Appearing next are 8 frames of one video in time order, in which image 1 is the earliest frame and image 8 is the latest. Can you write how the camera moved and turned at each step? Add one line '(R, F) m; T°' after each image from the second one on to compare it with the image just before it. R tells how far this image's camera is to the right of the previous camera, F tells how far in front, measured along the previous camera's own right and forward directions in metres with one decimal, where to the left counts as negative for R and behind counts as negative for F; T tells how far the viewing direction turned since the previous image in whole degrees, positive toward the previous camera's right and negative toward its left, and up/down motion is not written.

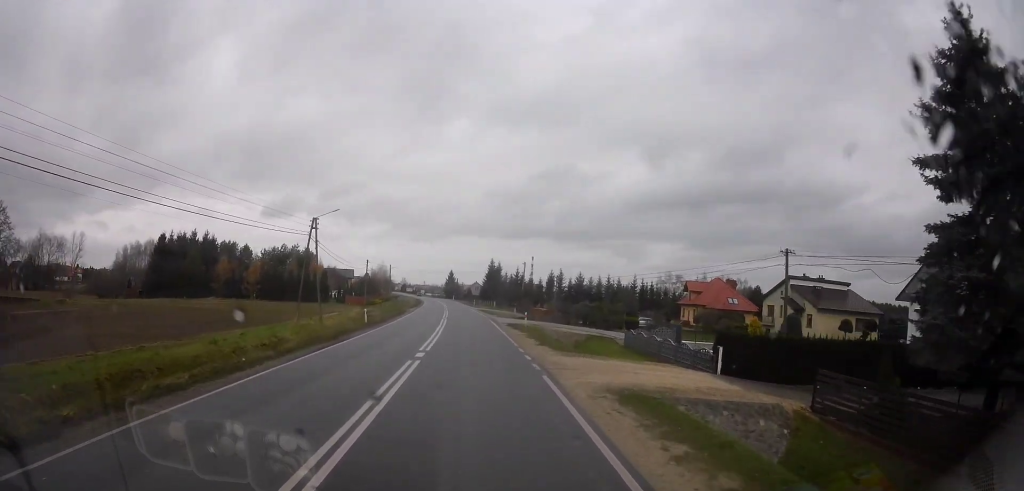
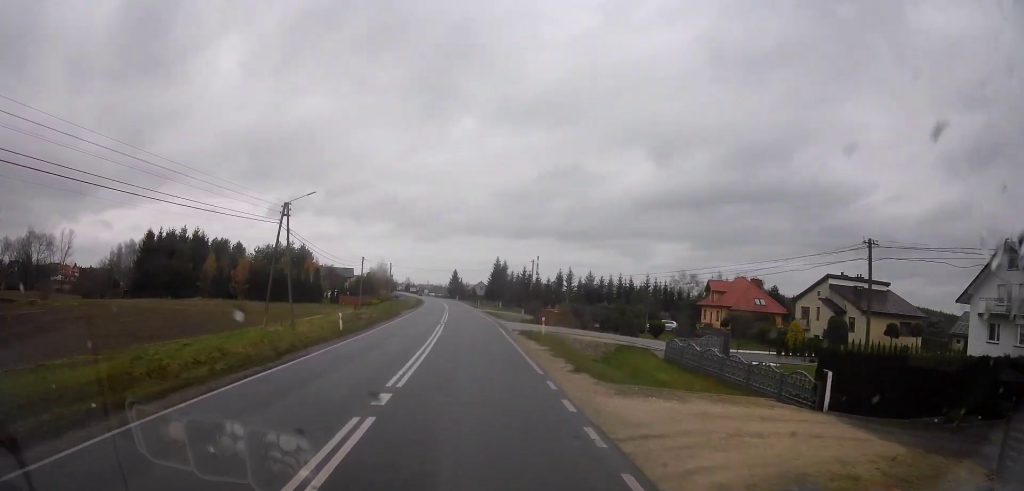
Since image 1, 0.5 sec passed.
(+0.4, +6.3) m; 0°
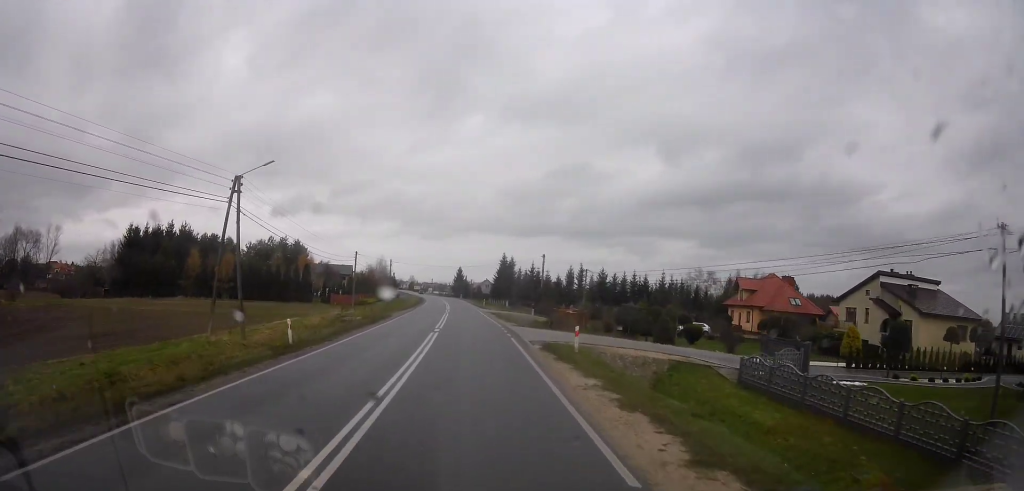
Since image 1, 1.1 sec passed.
(-0.4, +8.0) m; 0°
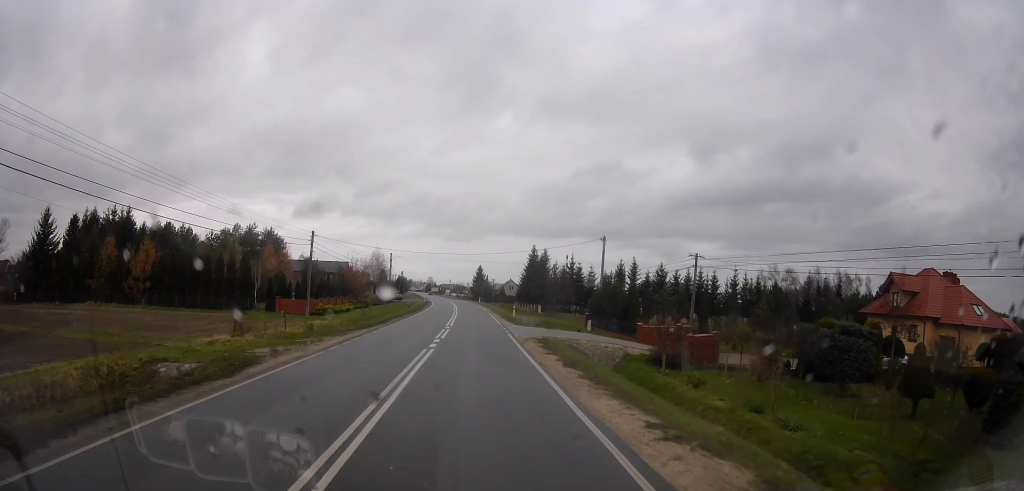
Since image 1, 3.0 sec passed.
(-0.8, +27.0) m; -7°
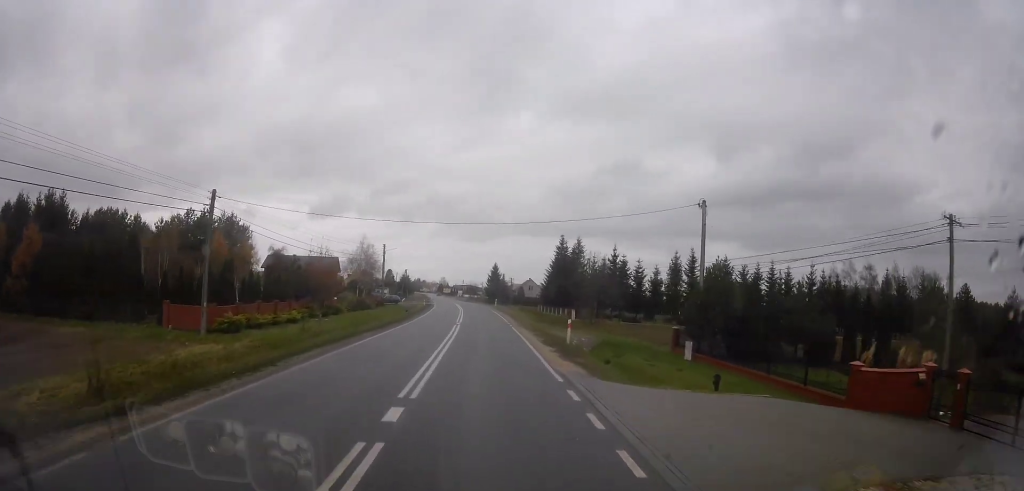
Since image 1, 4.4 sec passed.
(-1.1, +20.0) m; -3°
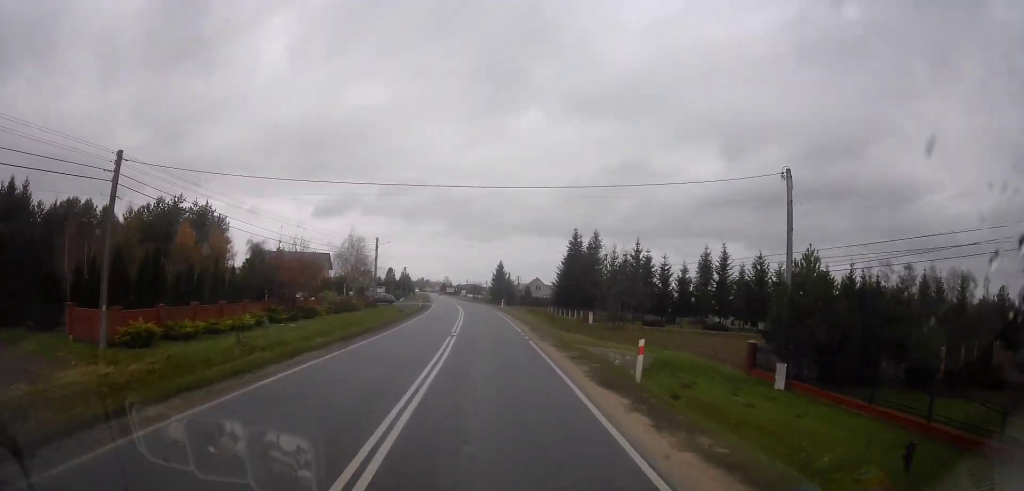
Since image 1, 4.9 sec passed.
(0.0, +8.2) m; +1°
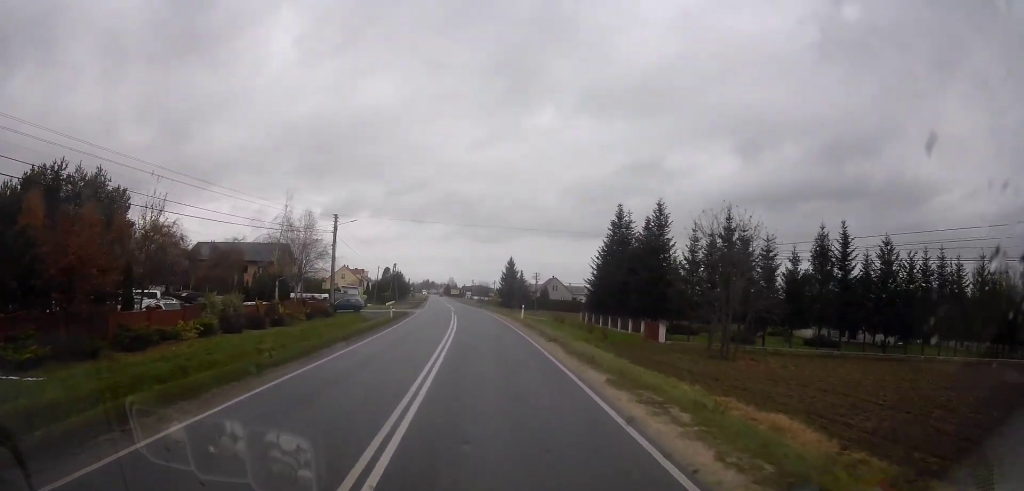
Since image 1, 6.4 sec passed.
(+0.9, +22.6) m; +2°
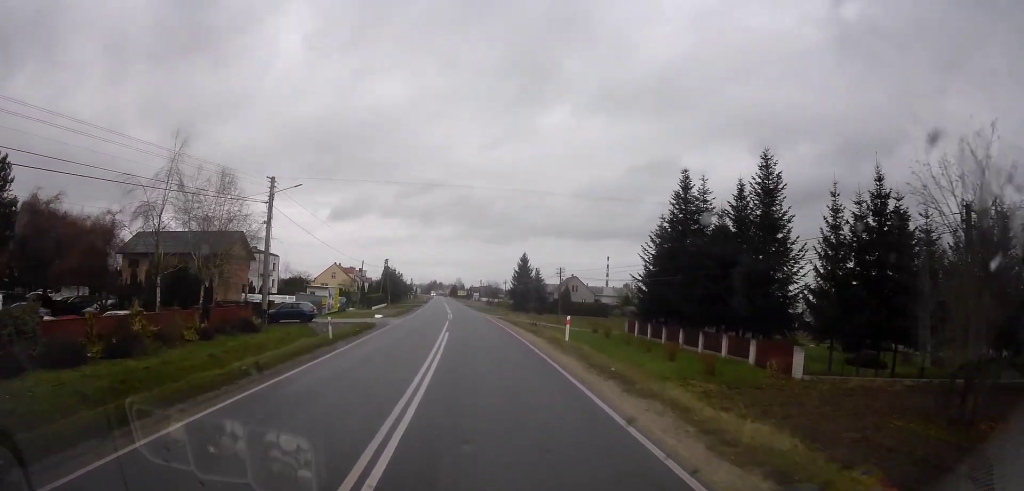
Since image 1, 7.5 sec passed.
(-0.7, +16.8) m; -3°
